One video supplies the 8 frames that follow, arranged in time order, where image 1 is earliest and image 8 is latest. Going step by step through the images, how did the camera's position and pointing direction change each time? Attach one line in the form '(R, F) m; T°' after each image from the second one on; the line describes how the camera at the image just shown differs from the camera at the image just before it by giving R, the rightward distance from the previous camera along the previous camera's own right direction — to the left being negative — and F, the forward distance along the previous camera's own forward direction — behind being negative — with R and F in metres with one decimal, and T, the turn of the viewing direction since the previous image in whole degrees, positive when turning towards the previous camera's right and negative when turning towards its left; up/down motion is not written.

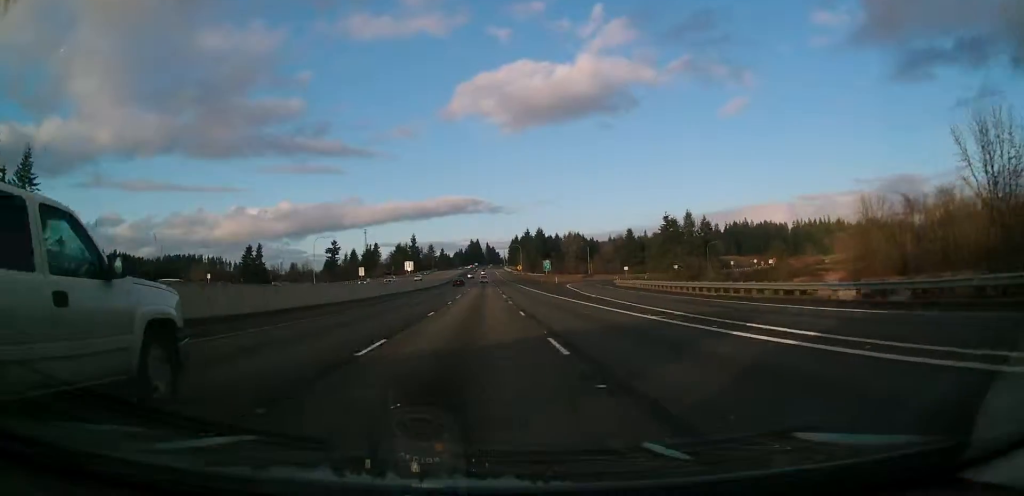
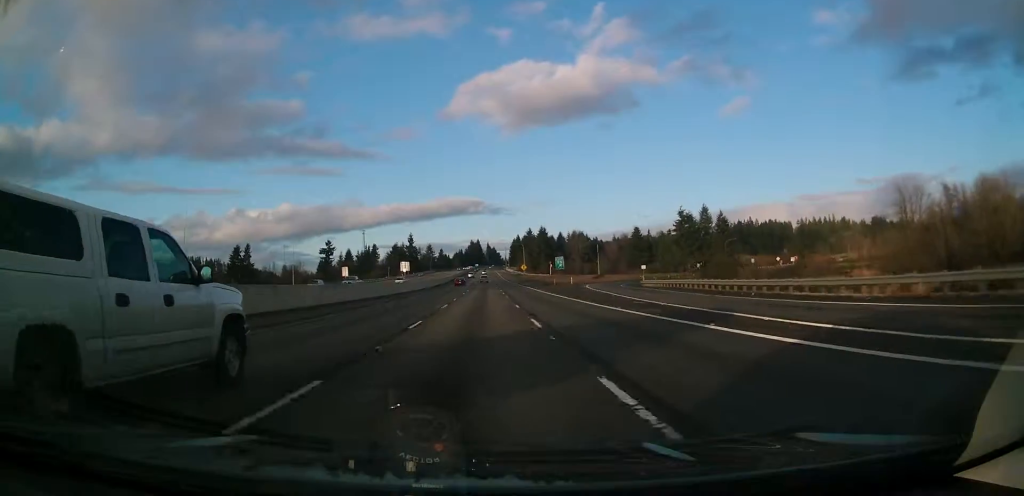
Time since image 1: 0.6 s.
(0.0, +18.0) m; 0°
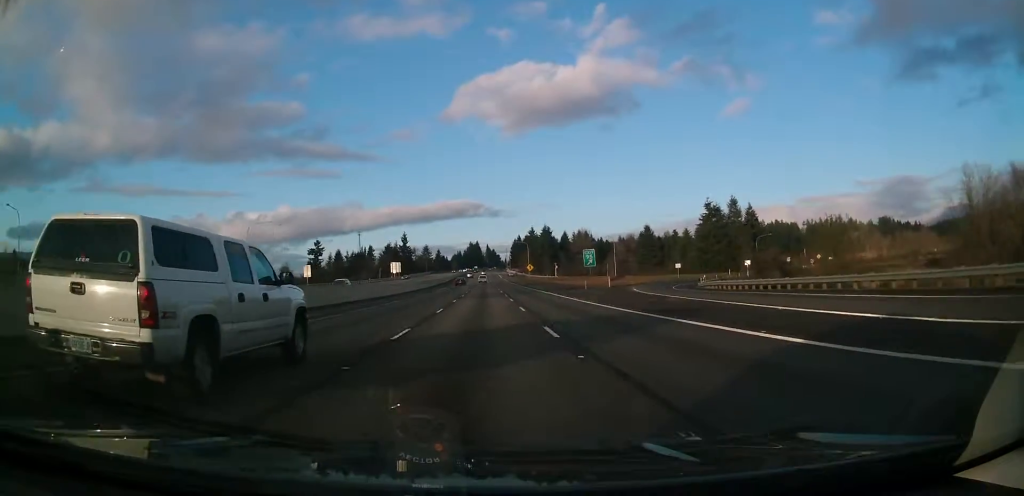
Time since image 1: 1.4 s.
(0.0, +27.5) m; 0°
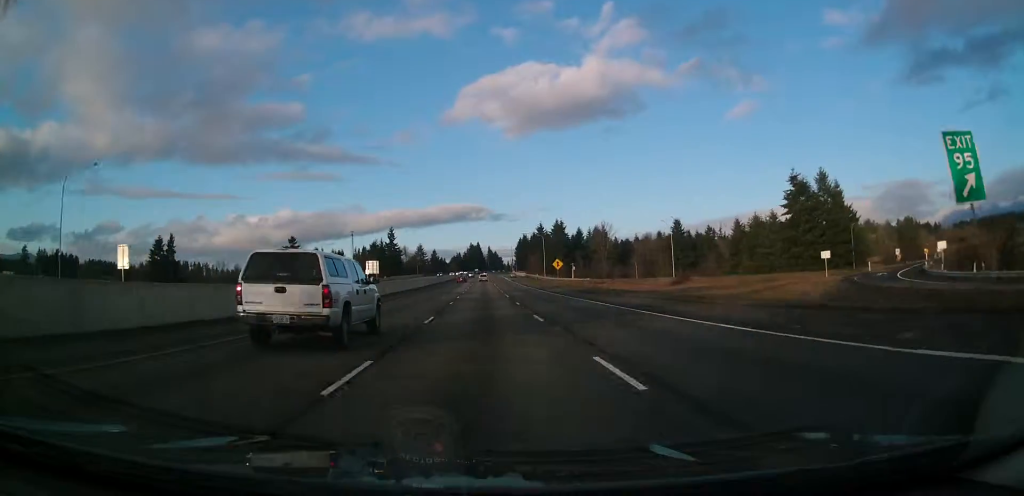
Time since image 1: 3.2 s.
(0.0, +55.7) m; +1°
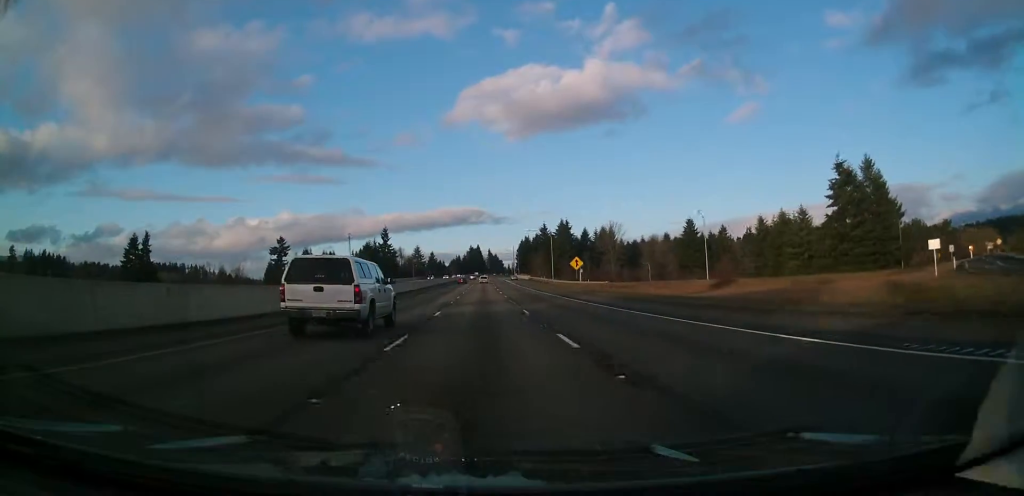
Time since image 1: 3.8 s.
(+0.1, +19.9) m; 0°
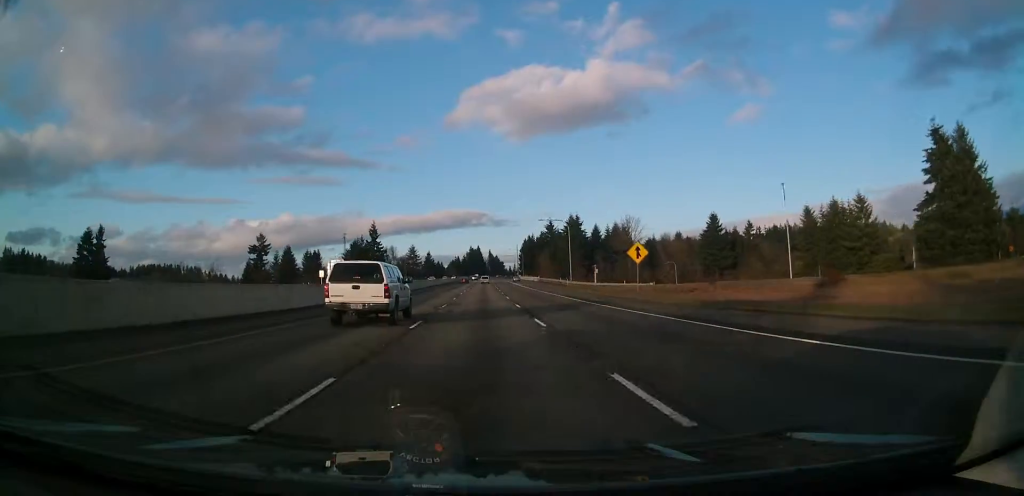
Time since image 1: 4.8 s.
(-0.1, +31.2) m; 0°
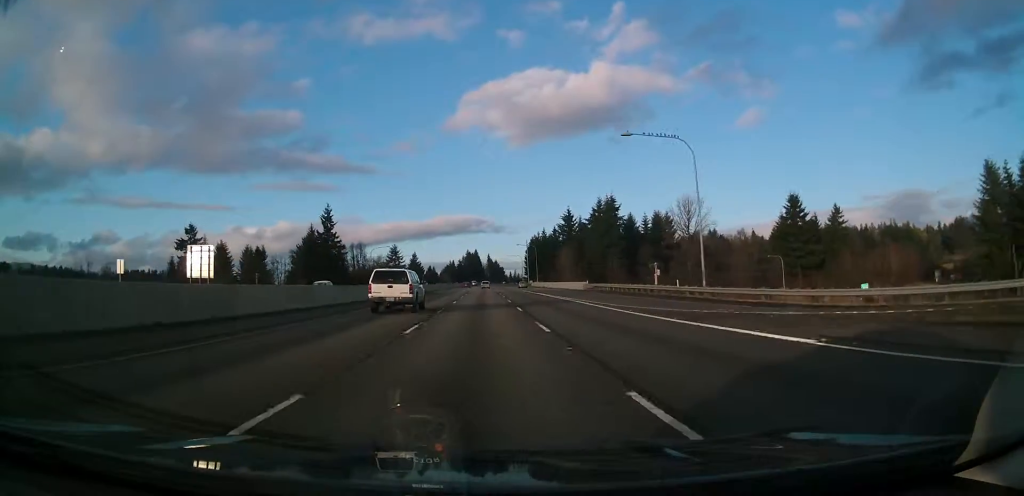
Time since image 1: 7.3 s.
(+0.1, +74.6) m; 0°
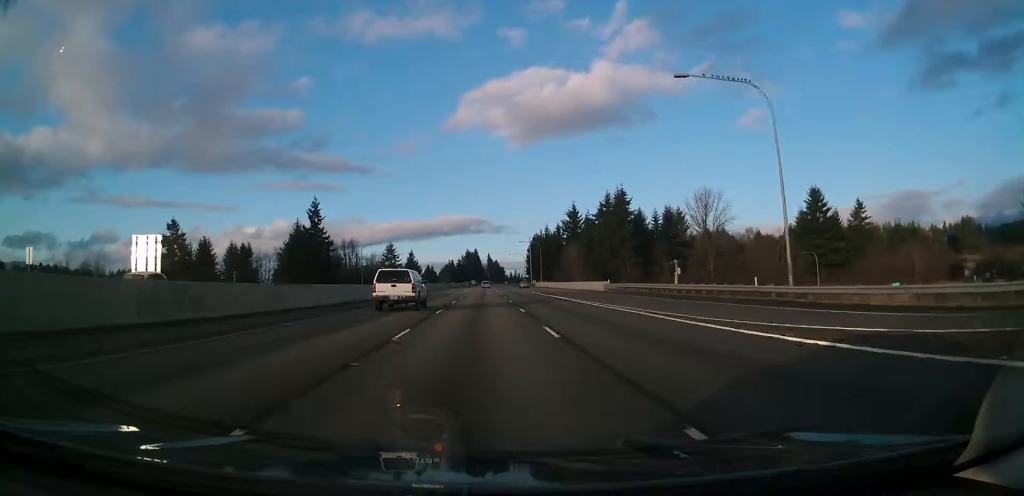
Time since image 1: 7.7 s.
(0.0, +14.1) m; 0°
